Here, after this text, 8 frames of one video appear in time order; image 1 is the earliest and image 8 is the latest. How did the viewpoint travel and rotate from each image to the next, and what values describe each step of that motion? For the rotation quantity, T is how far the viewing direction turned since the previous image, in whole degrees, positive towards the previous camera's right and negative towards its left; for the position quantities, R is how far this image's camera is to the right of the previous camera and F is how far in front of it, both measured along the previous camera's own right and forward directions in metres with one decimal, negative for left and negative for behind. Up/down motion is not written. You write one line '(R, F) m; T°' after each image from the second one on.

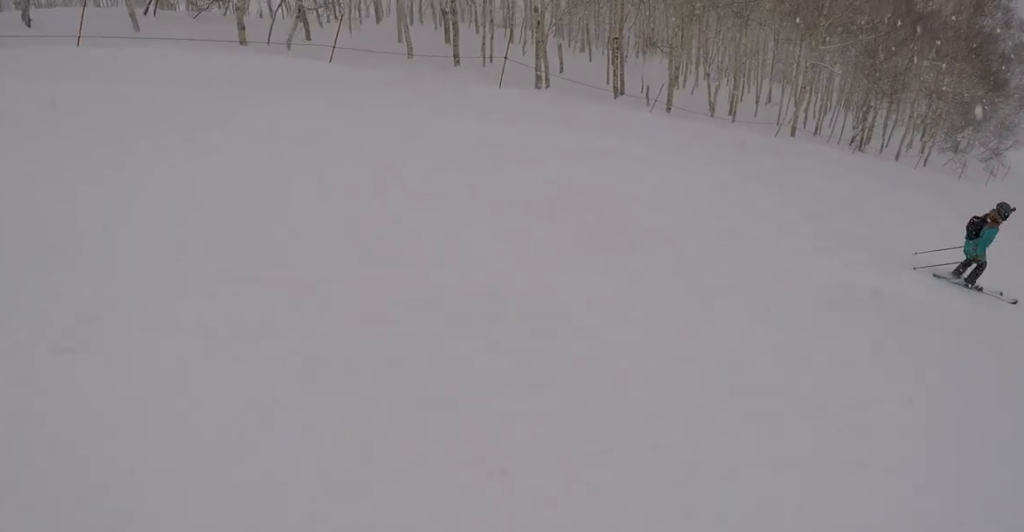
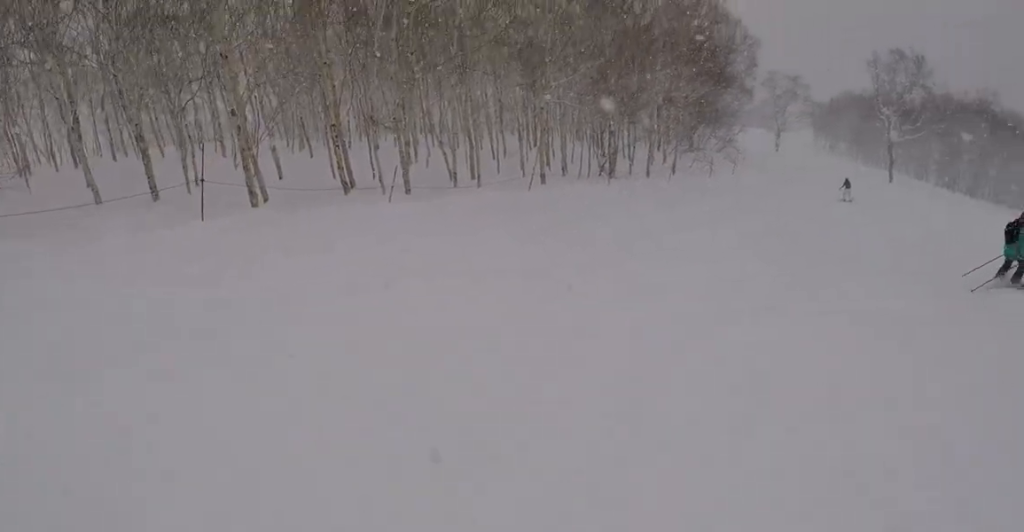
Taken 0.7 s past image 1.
(-0.5, +2.2) m; +23°
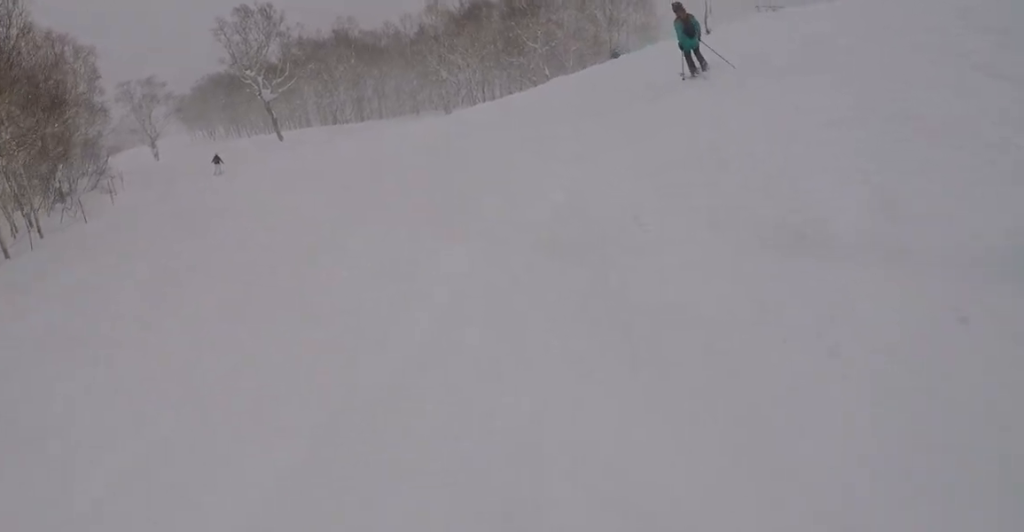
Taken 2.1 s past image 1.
(+2.7, +5.0) m; +37°
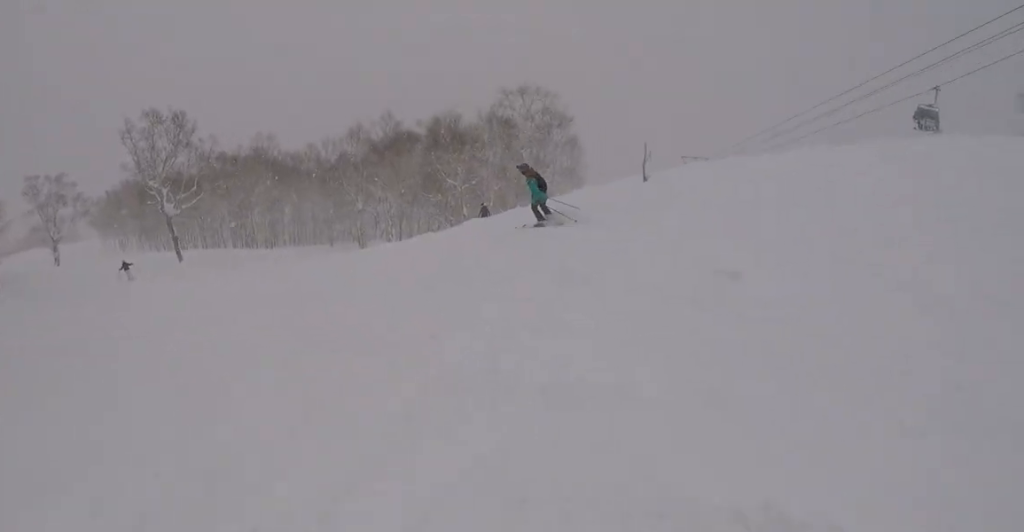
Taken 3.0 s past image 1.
(+0.1, +3.6) m; +11°
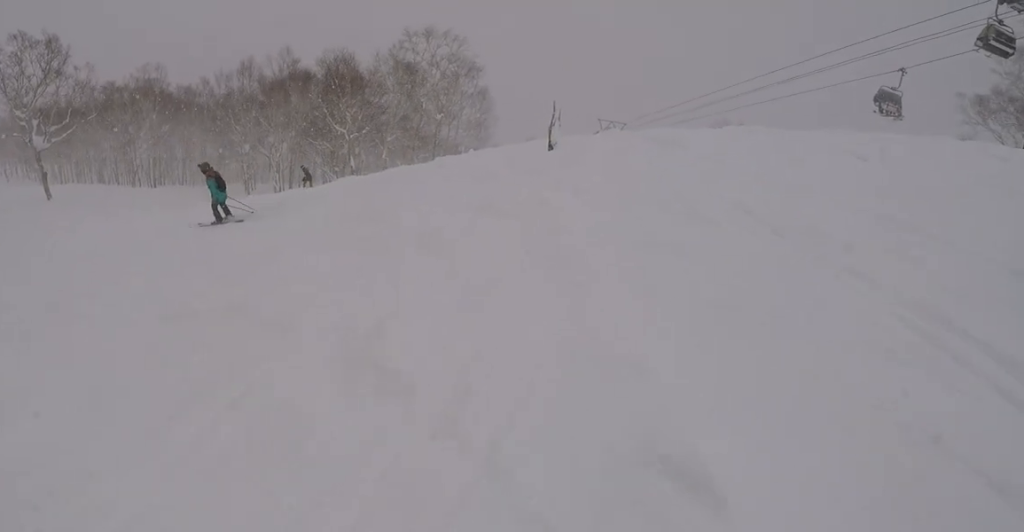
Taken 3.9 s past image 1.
(+0.9, +3.7) m; -2°
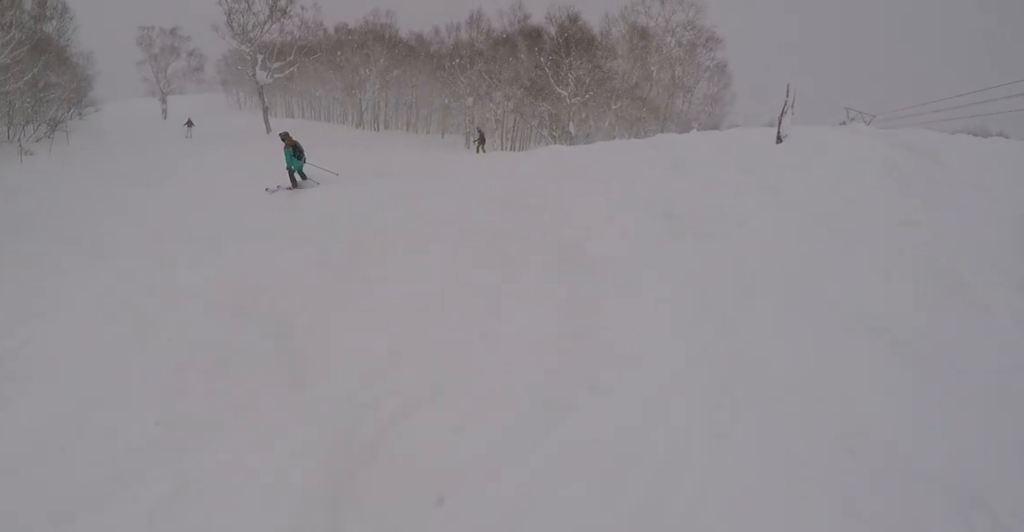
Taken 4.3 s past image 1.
(-0.6, +2.3) m; -15°
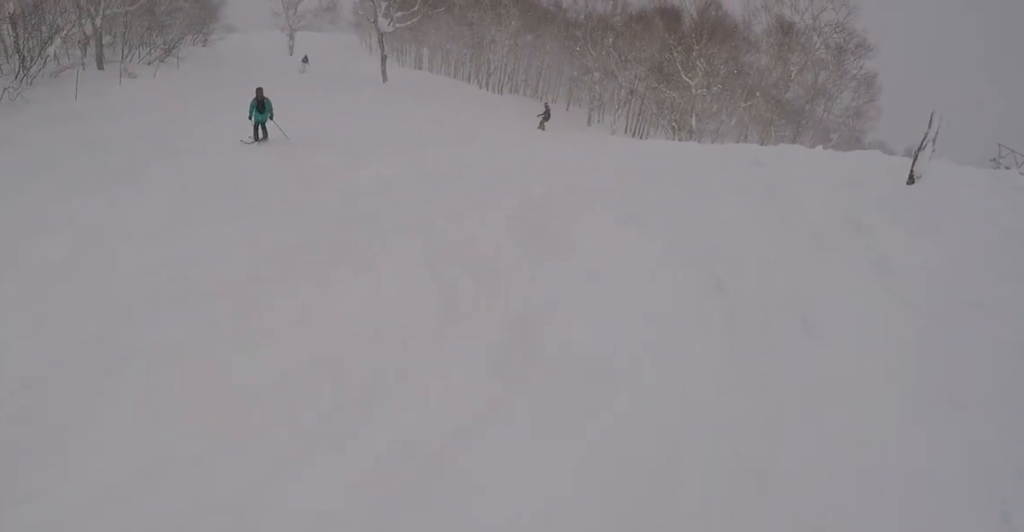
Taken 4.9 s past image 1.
(-0.2, +2.8) m; -18°
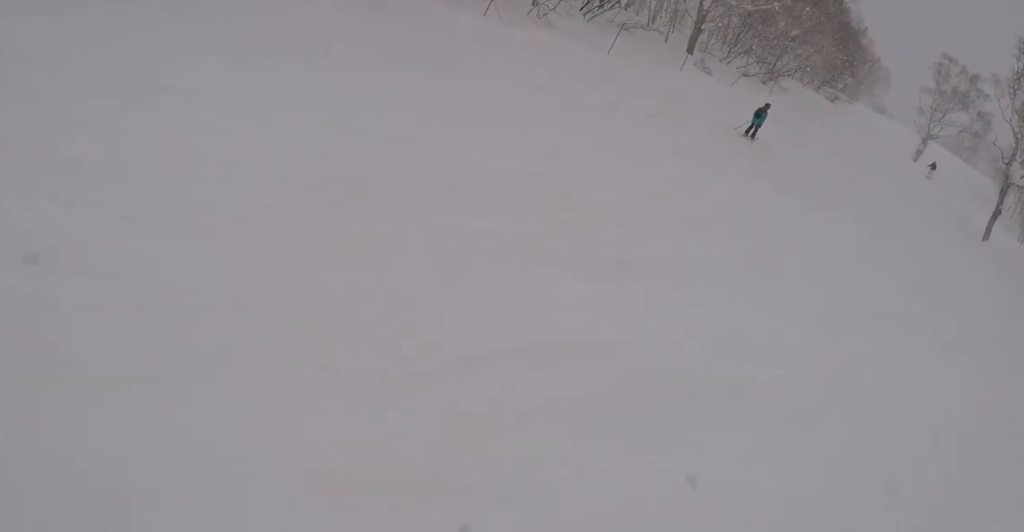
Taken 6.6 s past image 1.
(-3.2, +7.1) m; -47°
